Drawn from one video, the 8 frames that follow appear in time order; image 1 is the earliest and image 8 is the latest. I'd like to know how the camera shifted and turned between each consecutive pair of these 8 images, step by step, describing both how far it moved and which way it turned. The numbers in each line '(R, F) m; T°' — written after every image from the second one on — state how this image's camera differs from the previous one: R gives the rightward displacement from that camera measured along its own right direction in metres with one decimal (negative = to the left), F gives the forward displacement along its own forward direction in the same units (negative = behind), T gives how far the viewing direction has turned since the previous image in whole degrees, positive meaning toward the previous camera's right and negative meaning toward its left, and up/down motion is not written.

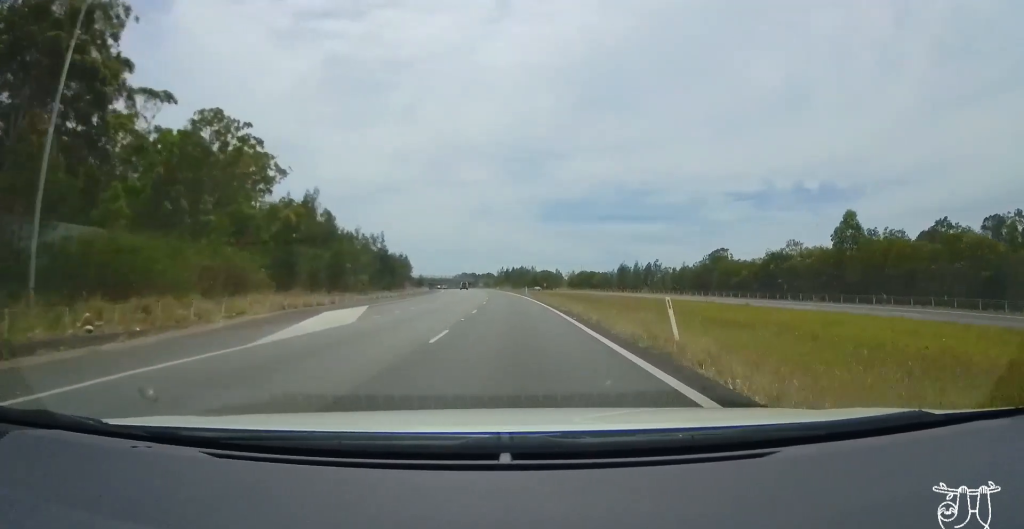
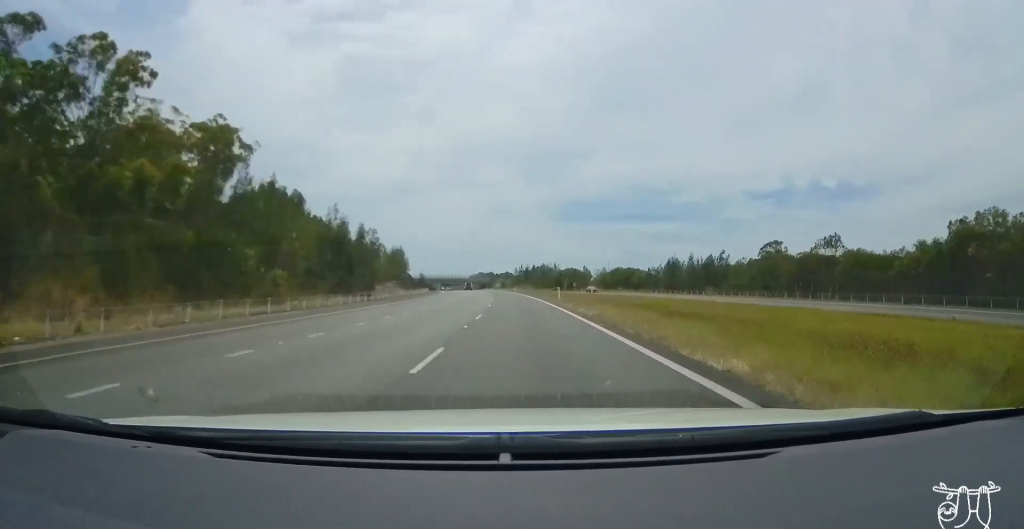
(+0.1, +28.0) m; 0°
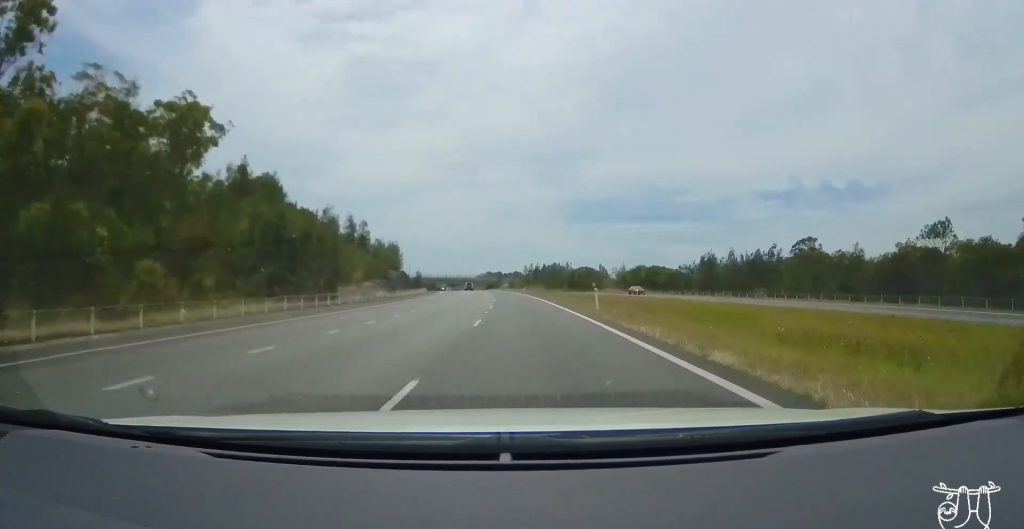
(+0.5, +15.2) m; -1°
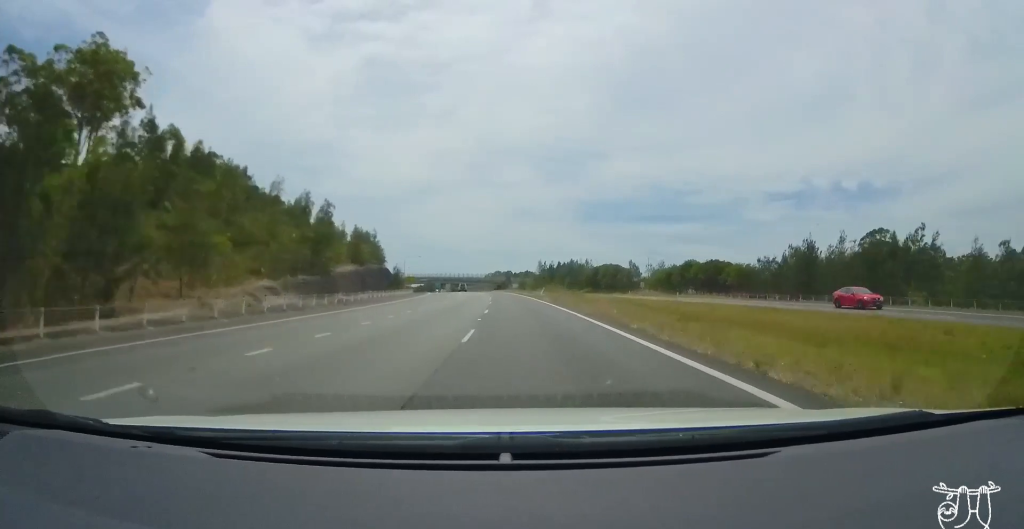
(-1.3, +29.2) m; -3°
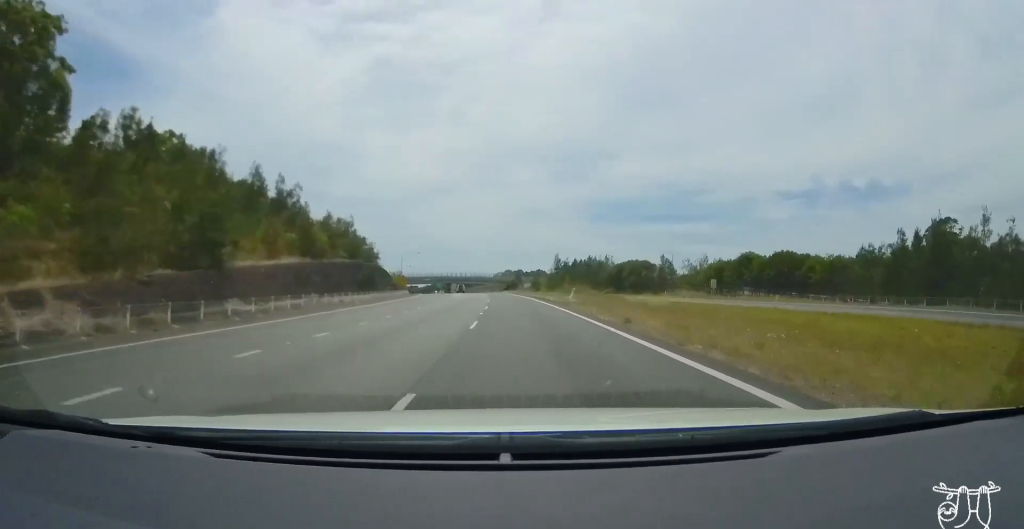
(-0.2, +21.1) m; -1°
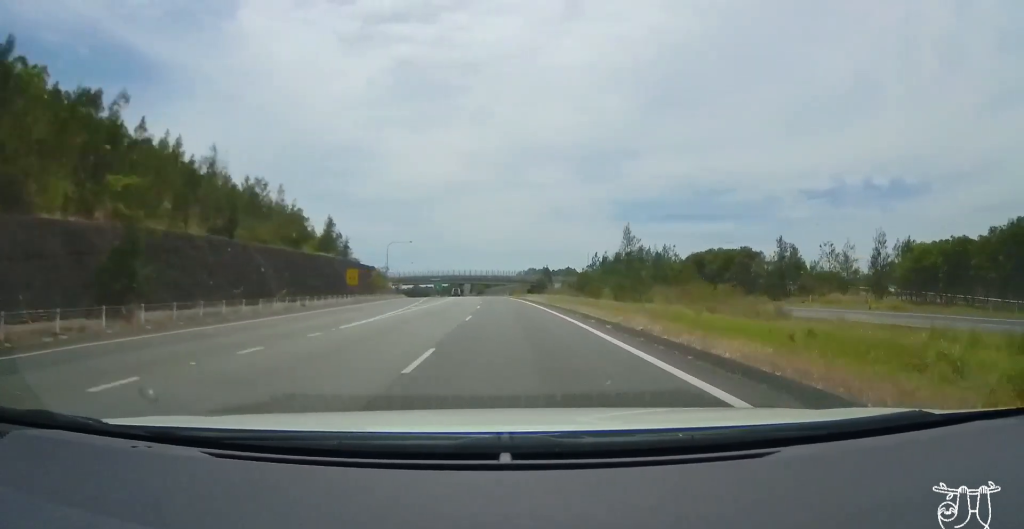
(-0.1, +43.5) m; -2°
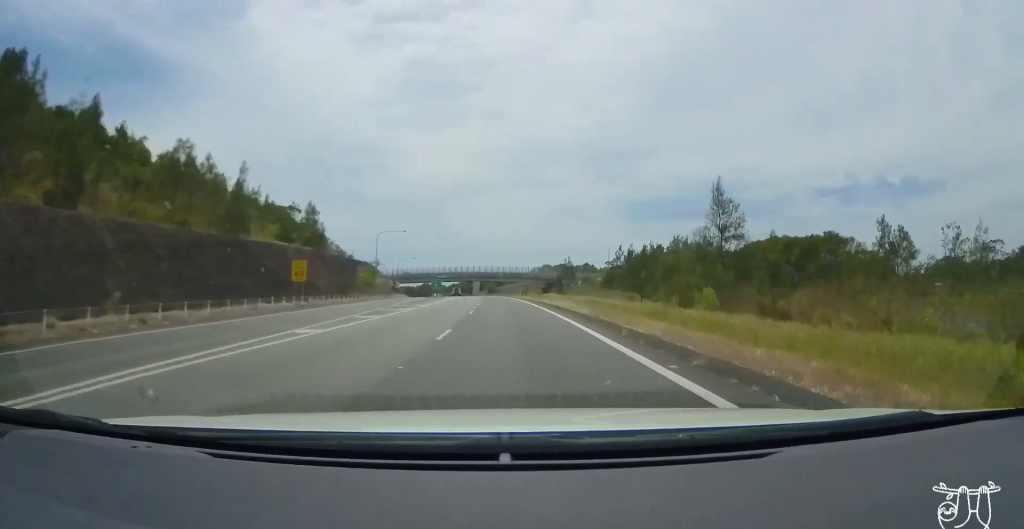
(-0.8, +20.2) m; -1°
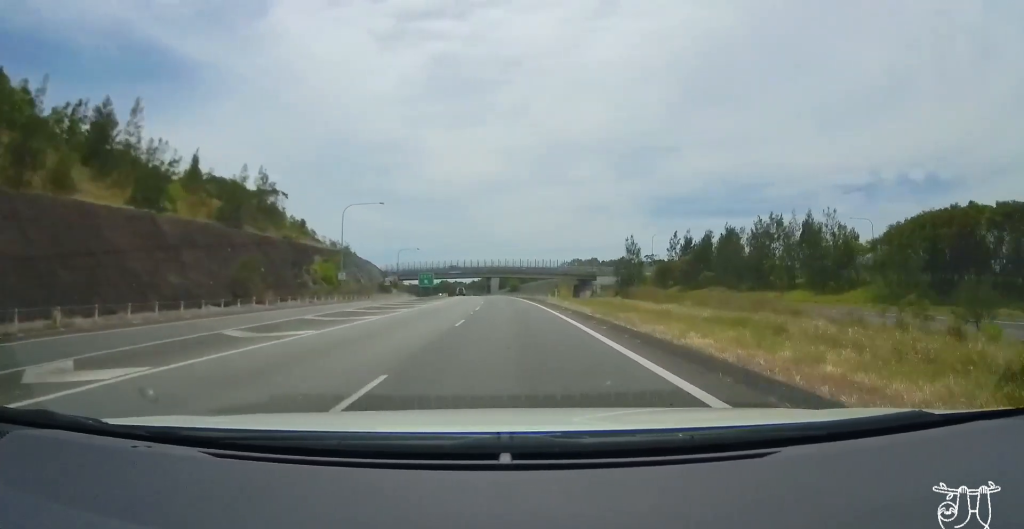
(-0.1, +33.5) m; -1°
